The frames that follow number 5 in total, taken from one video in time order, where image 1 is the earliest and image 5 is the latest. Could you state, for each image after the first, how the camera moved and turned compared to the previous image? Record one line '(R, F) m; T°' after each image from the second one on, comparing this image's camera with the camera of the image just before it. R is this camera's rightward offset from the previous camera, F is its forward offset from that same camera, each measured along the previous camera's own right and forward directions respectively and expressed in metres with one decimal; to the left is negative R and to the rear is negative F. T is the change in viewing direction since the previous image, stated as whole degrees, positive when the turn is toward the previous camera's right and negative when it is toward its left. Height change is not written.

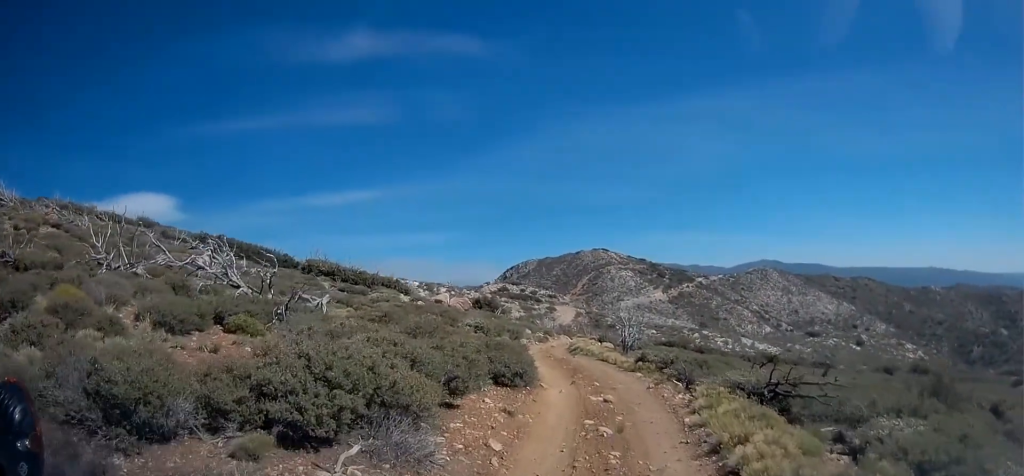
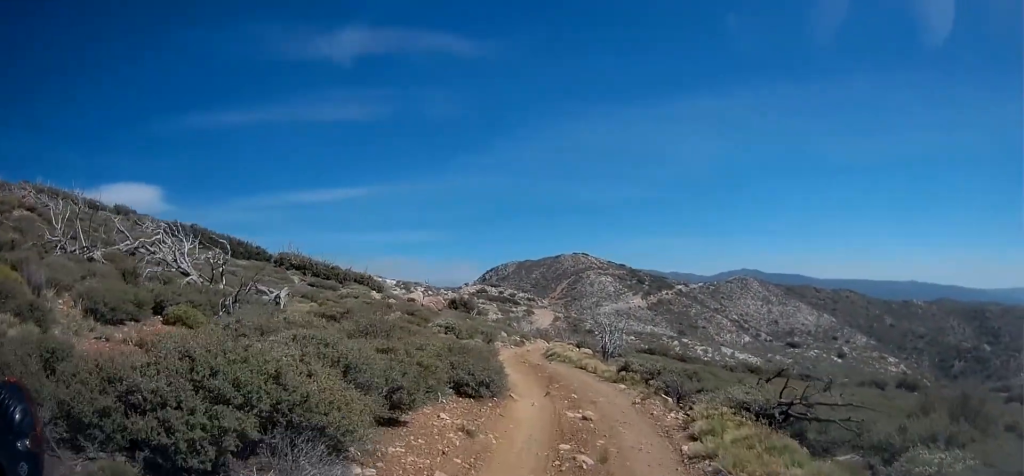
(+0.1, +1.7) m; 0°
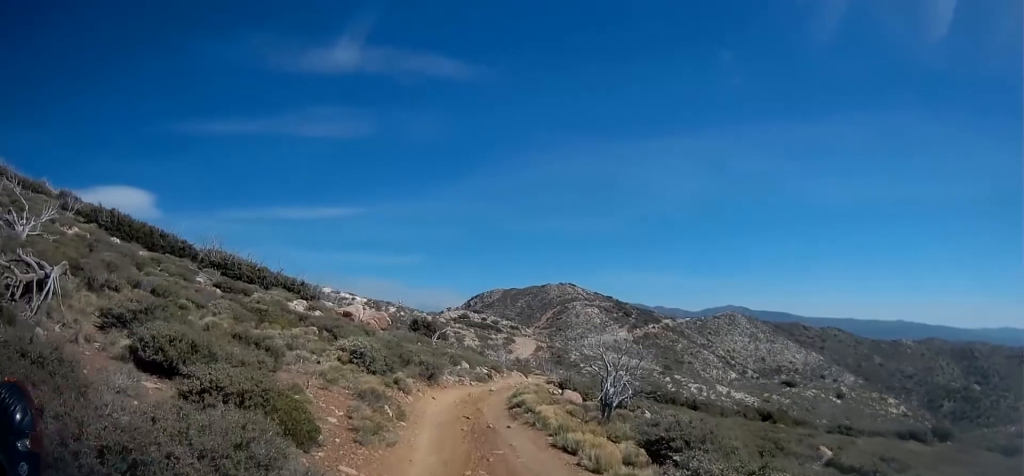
(-0.2, +9.8) m; +2°
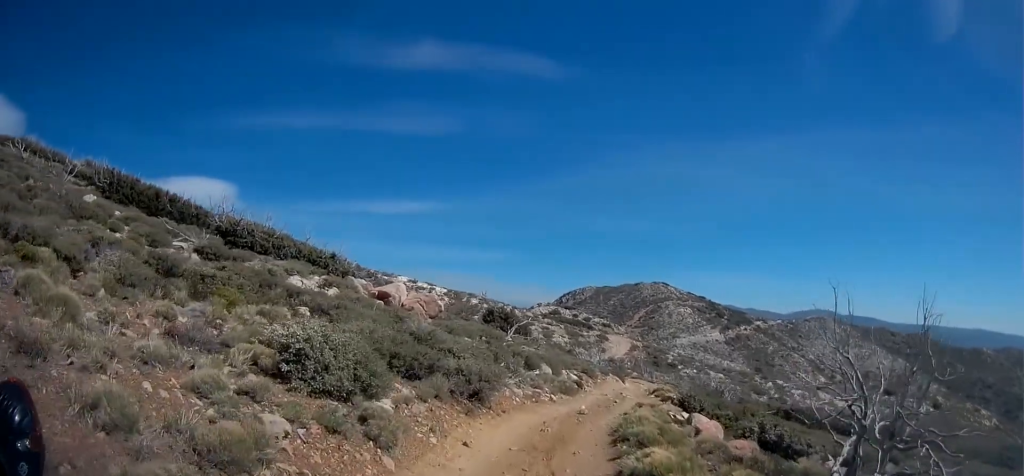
(-0.3, +9.2) m; -11°
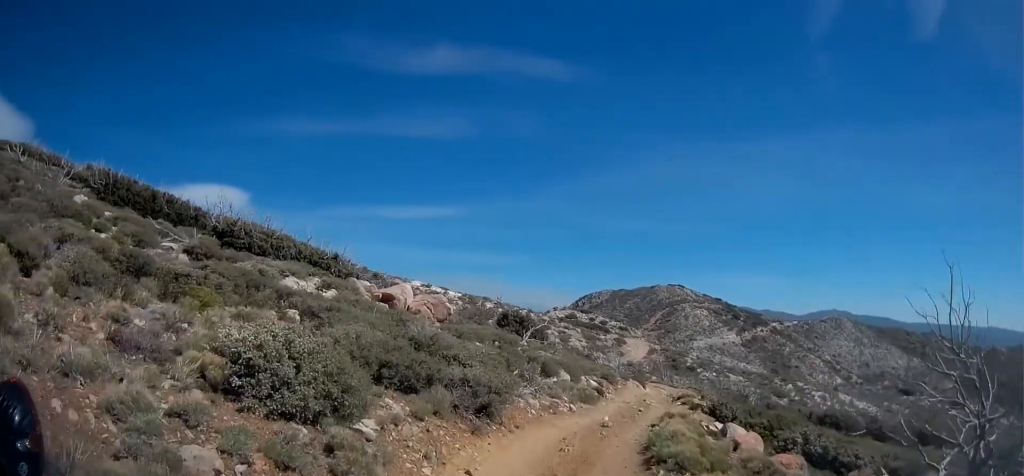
(0.0, +1.8) m; 0°
